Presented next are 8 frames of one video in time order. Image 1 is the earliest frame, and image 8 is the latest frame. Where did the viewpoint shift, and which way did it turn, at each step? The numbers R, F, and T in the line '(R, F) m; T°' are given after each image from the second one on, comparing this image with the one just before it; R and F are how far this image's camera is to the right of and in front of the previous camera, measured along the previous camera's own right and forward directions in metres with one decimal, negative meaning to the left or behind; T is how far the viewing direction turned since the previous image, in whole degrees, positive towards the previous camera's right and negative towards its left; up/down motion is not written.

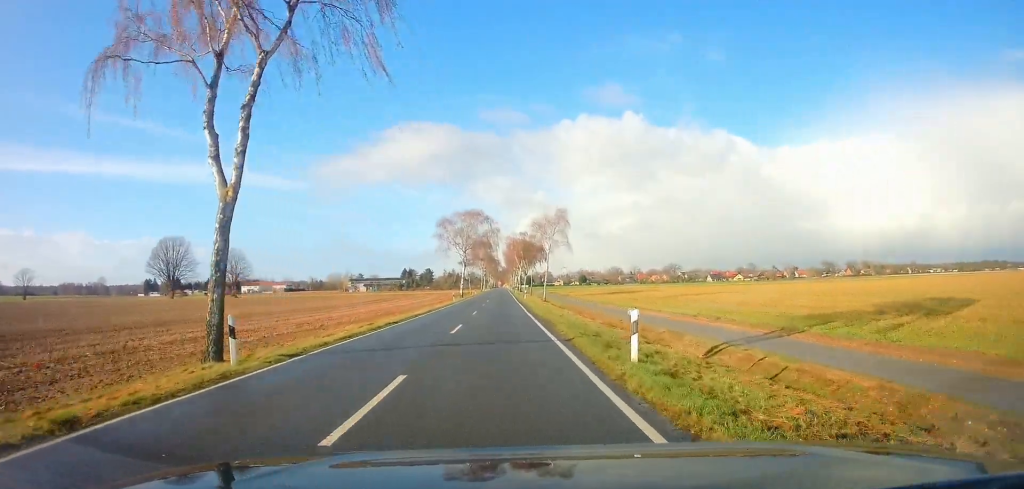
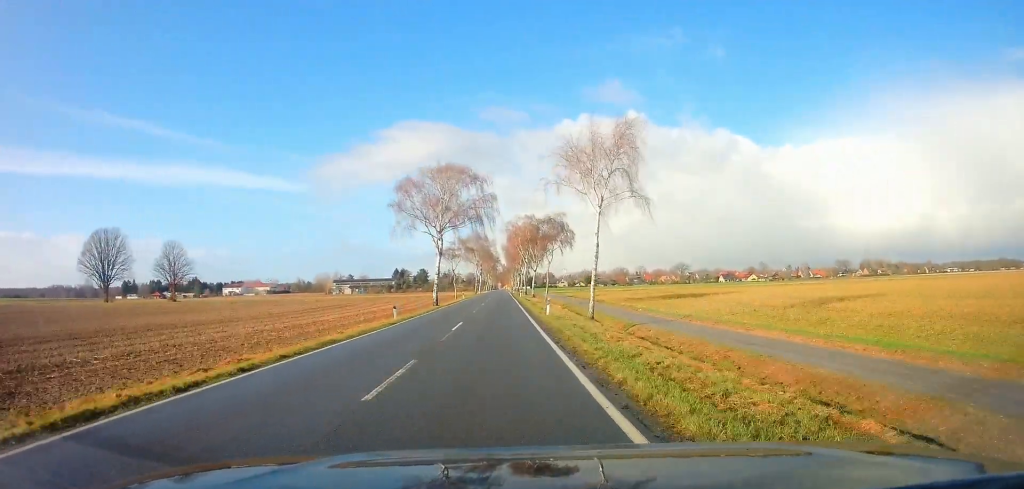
(+0.5, +33.3) m; 0°
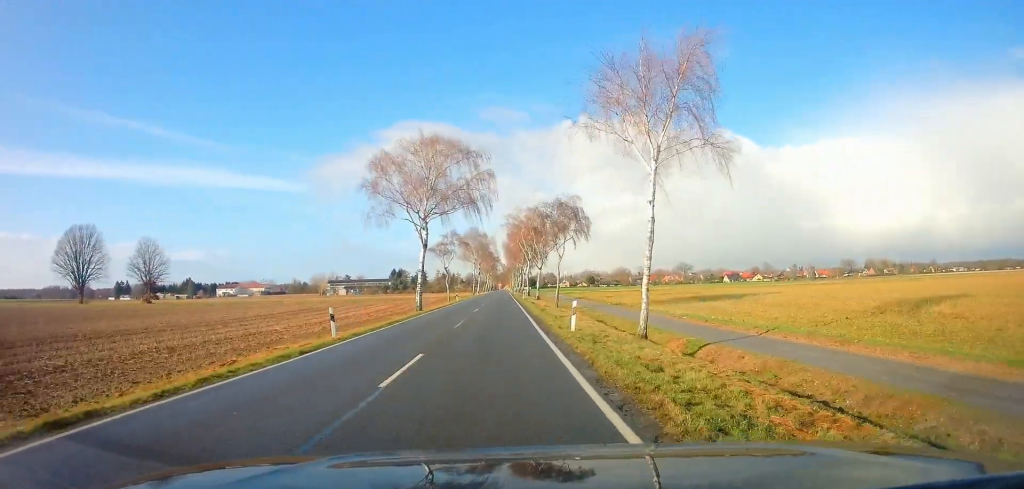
(-0.4, +10.6) m; 0°
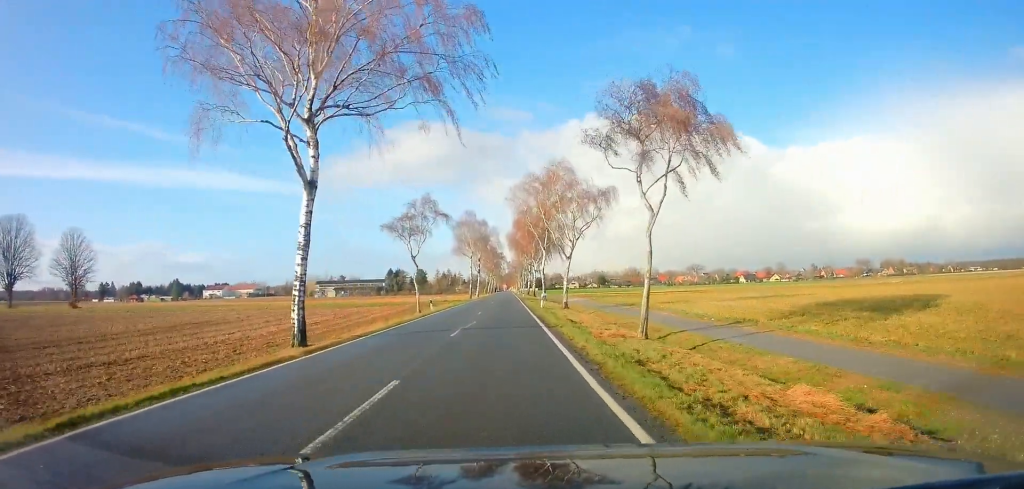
(+0.3, +26.9) m; 0°
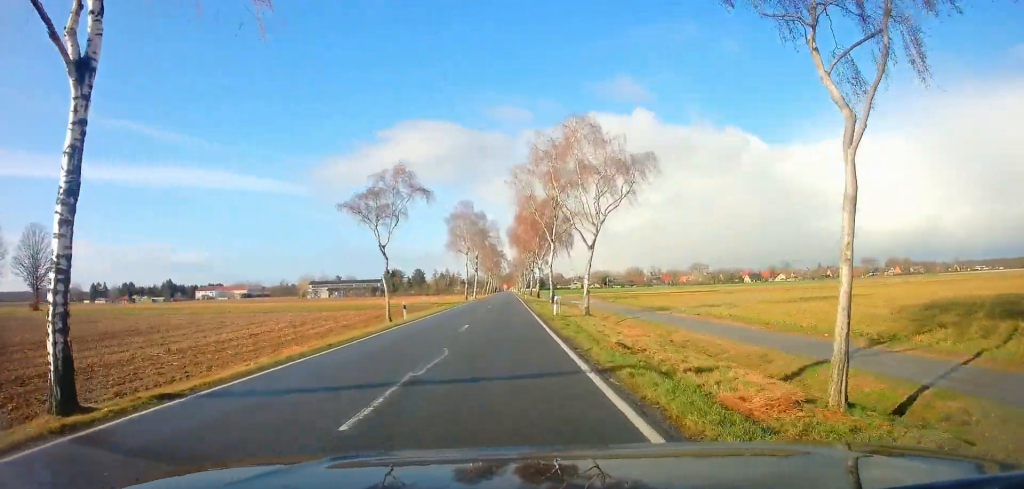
(-0.1, +10.7) m; 0°
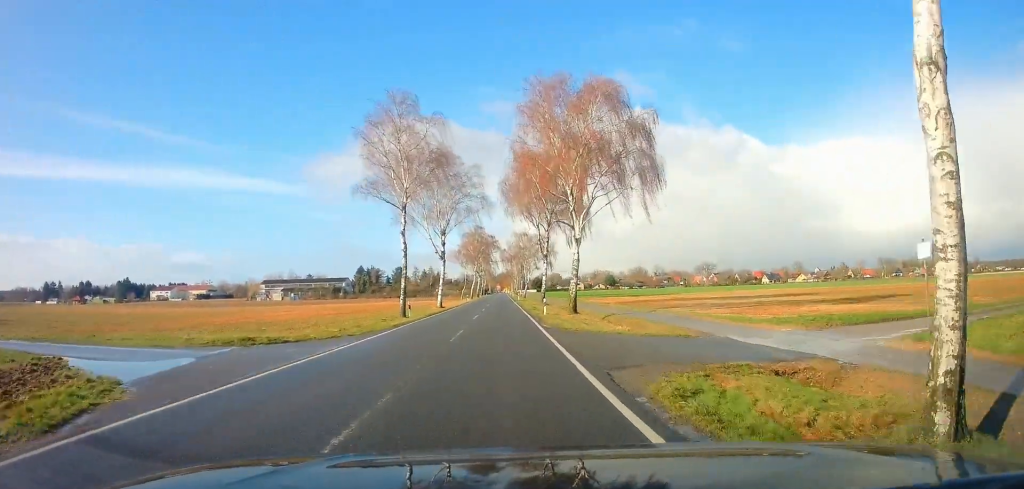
(-0.1, +48.4) m; +1°
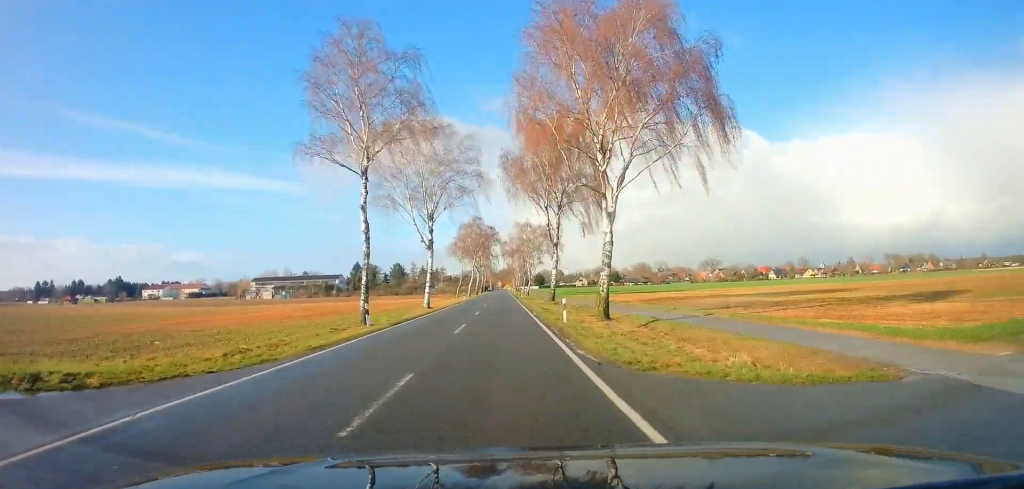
(+0.1, +10.2) m; 0°
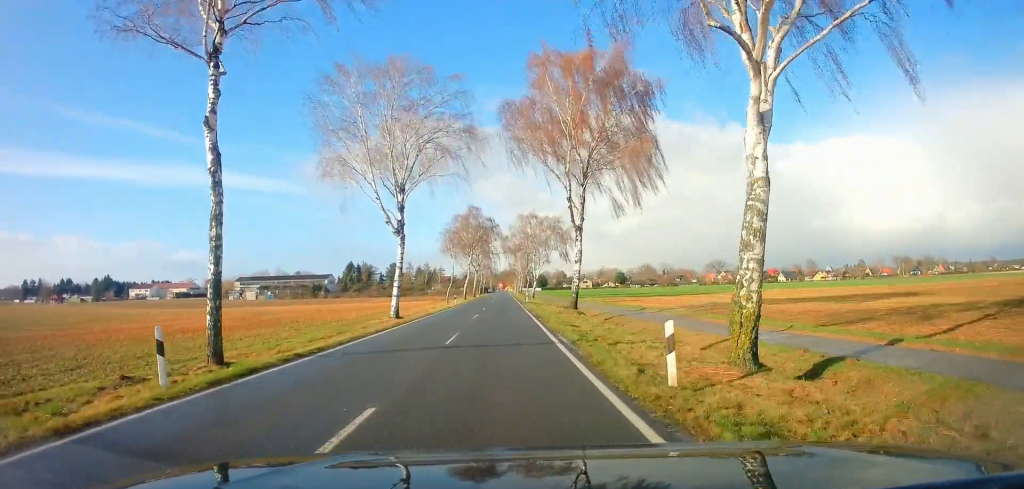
(+0.2, +14.2) m; -1°
